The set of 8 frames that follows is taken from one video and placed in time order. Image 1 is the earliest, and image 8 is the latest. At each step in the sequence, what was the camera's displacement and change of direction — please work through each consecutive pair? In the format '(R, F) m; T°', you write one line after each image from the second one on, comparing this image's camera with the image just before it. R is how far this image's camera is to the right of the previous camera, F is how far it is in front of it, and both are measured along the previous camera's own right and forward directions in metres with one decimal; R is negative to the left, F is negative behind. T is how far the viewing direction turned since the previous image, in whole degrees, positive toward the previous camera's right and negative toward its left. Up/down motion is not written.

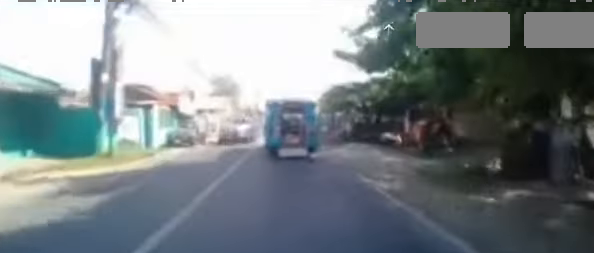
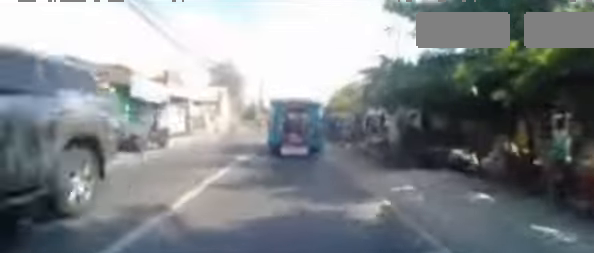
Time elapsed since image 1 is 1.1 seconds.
(+0.7, +6.8) m; +5°
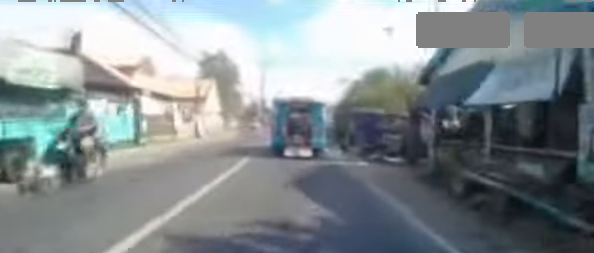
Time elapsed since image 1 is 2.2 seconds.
(-0.2, +7.7) m; -3°
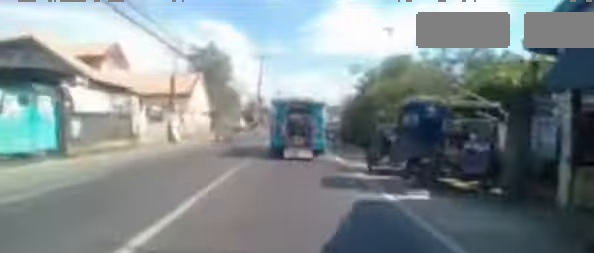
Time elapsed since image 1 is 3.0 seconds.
(0.0, +4.8) m; 0°
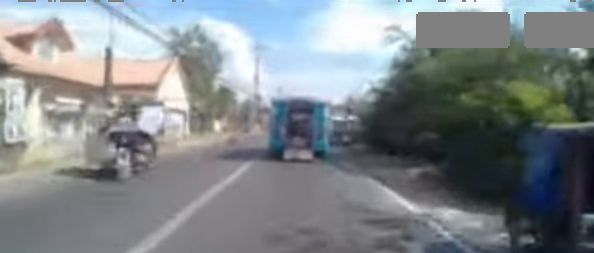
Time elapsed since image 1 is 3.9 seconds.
(0.0, +6.2) m; 0°
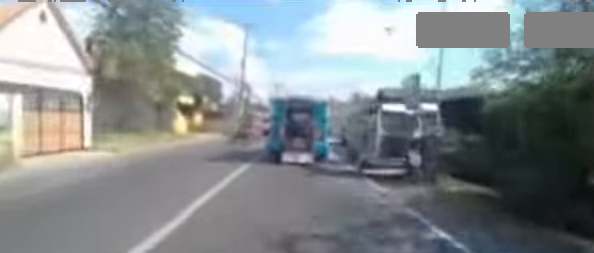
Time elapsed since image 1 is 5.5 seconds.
(+0.3, +11.1) m; +5°
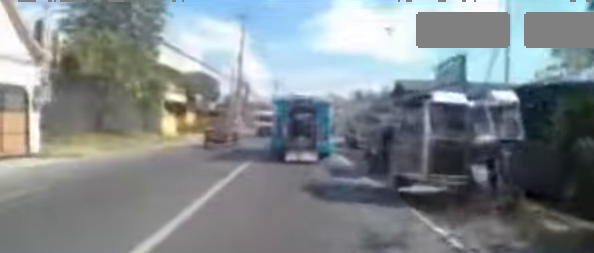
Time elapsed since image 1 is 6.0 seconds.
(+0.2, +3.0) m; 0°
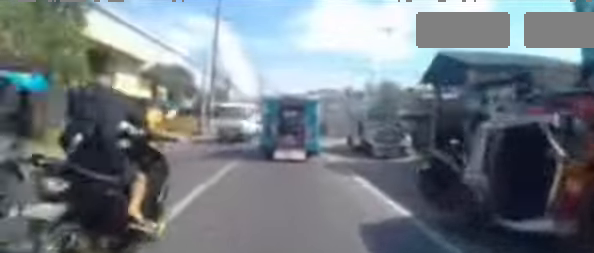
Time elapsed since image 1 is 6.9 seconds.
(-0.1, +5.6) m; -3°
